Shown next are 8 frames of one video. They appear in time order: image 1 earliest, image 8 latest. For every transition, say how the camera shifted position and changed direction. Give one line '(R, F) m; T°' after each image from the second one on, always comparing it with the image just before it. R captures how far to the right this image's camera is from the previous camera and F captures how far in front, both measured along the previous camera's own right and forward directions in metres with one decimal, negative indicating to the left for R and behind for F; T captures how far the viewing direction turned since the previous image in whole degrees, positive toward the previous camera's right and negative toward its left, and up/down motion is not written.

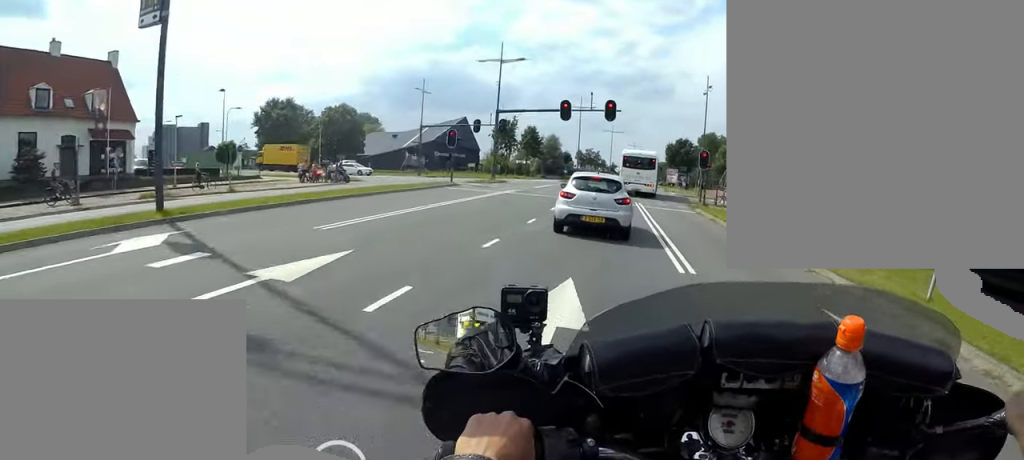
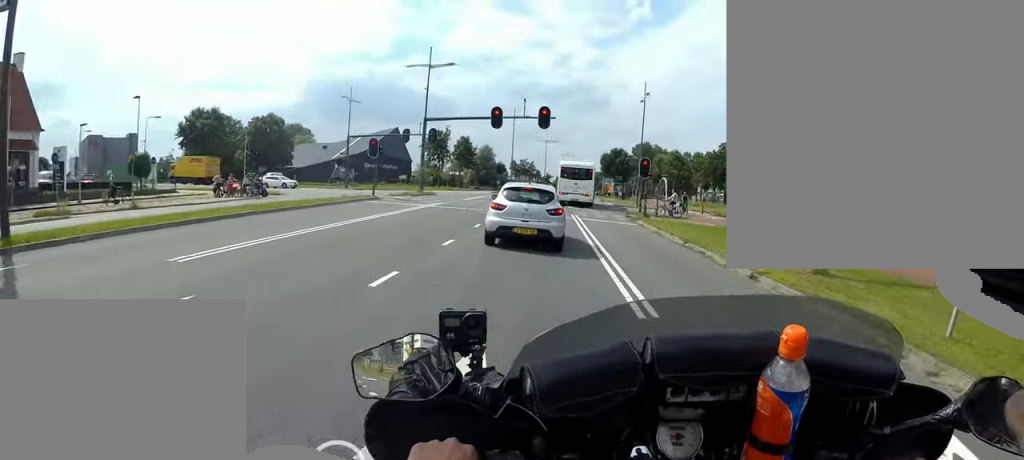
(-0.1, +1.4) m; +3°
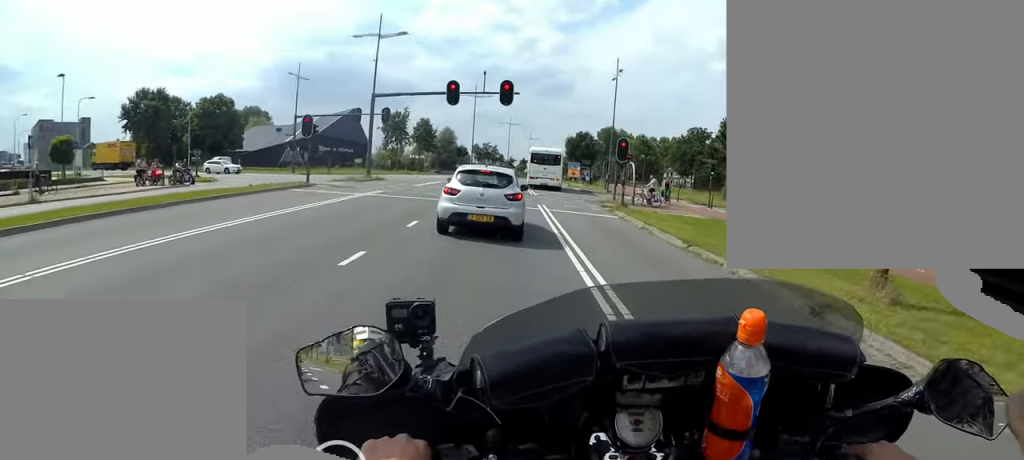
(+0.2, +2.5) m; +8°
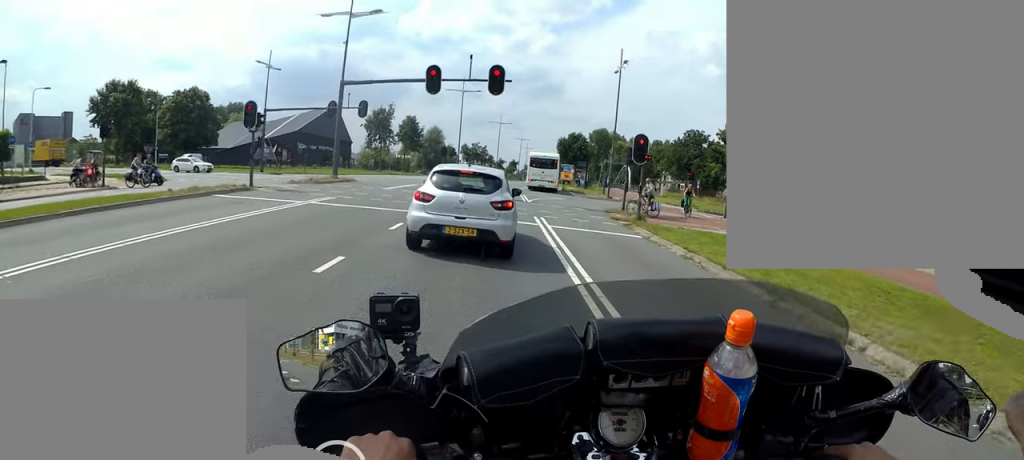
(+0.5, +4.2) m; +7°
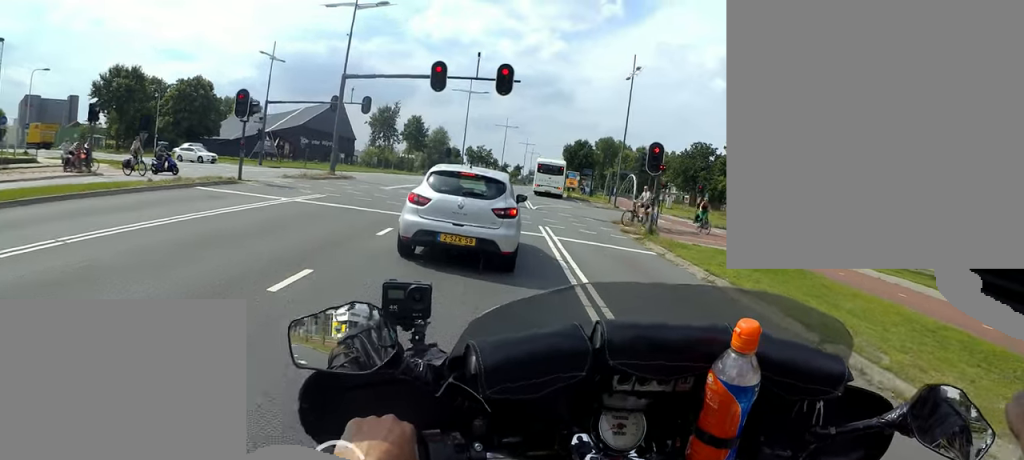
(0.0, +1.1) m; 0°
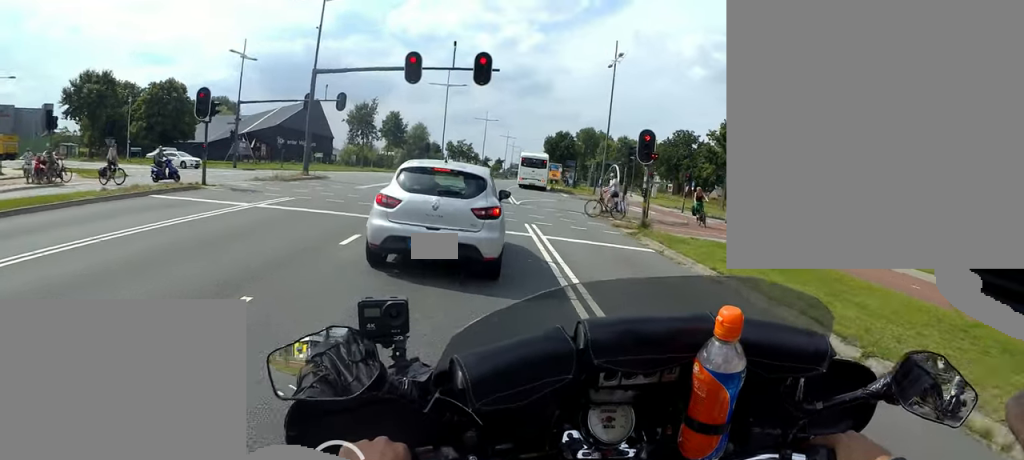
(0.0, +0.9) m; 0°
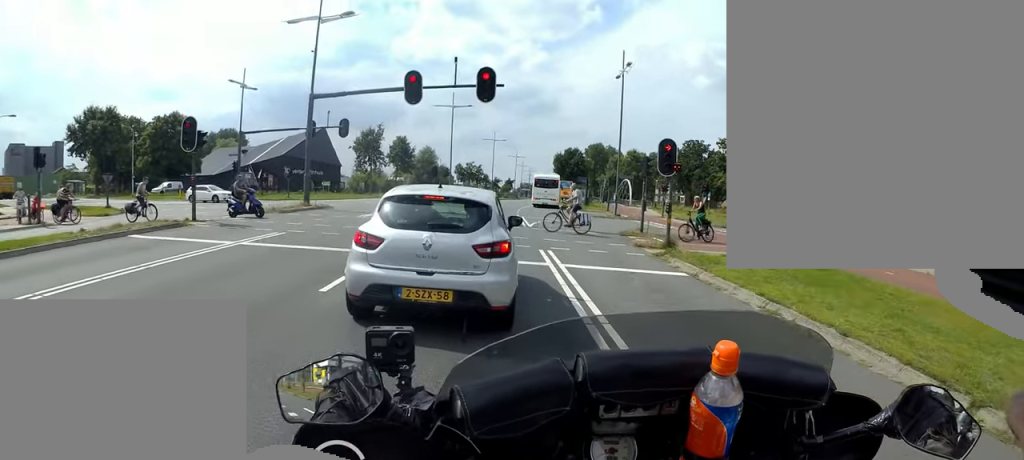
(-0.2, +1.0) m; 0°
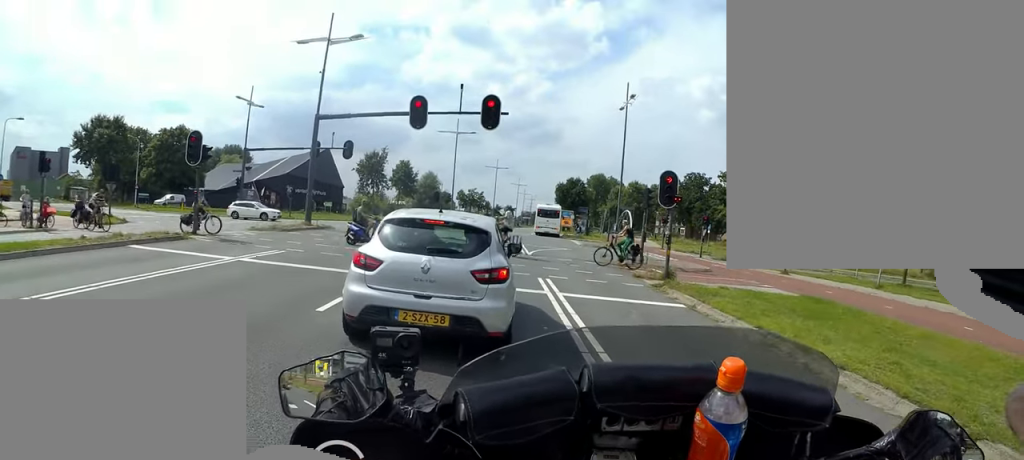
(-0.2, +0.6) m; 0°
